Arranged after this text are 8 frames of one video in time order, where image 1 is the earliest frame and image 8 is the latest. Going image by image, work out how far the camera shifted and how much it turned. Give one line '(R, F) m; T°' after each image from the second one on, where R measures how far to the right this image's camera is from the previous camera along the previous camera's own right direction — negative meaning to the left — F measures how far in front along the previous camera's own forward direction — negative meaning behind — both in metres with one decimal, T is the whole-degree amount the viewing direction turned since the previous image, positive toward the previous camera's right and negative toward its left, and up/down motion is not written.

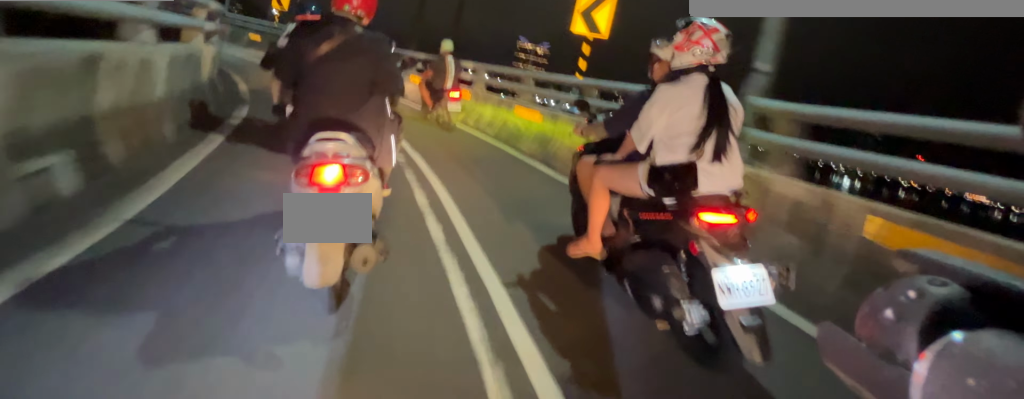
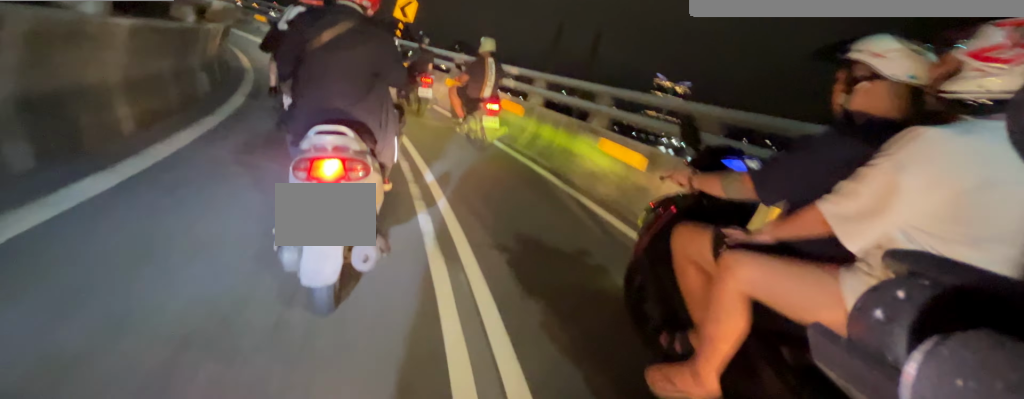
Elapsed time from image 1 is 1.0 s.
(-1.1, +6.4) m; -16°
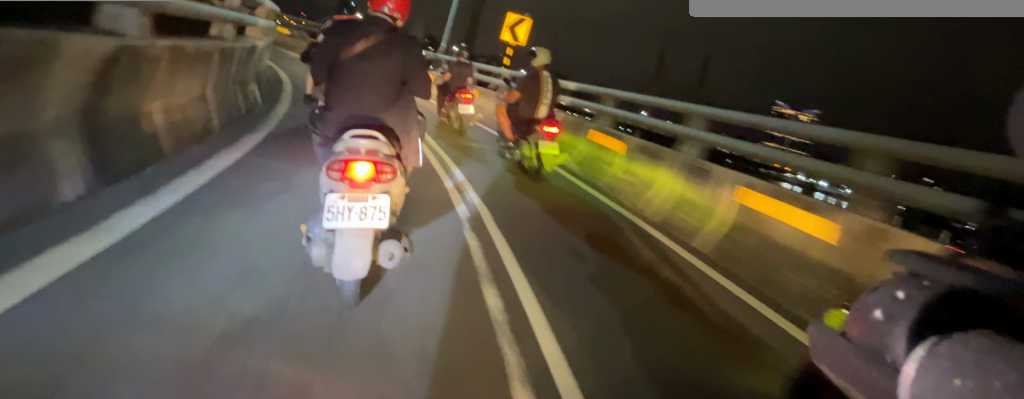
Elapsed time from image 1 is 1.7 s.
(-0.3, +4.4) m; -9°
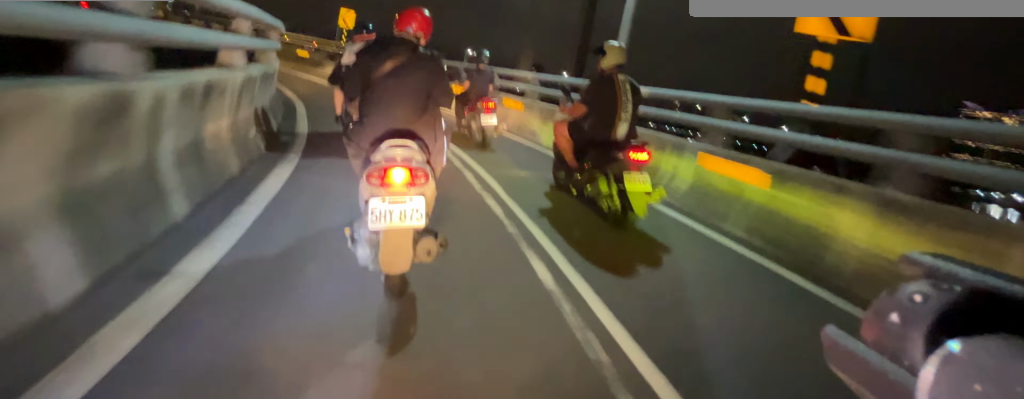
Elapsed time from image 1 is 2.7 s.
(-0.7, +7.0) m; -13°
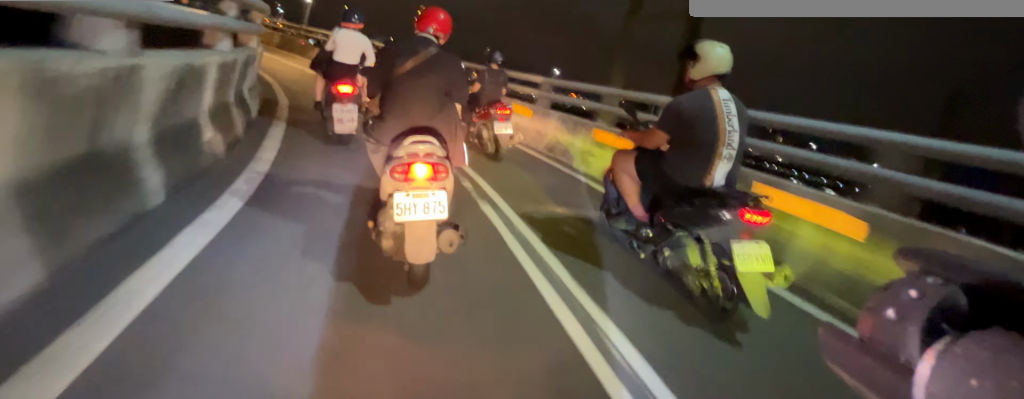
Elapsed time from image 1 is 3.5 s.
(-0.7, +6.8) m; -12°
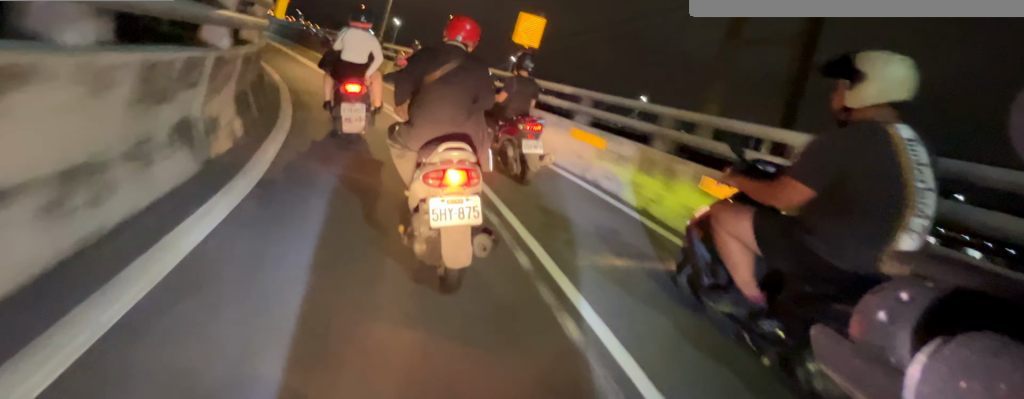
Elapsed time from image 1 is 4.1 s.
(0.0, +5.7) m; -9°
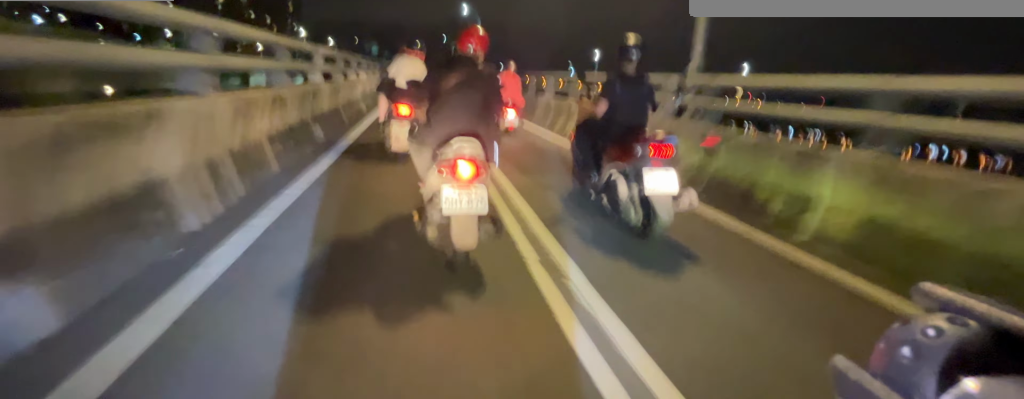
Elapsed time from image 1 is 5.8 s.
(-3.6, +15.7) m; -16°
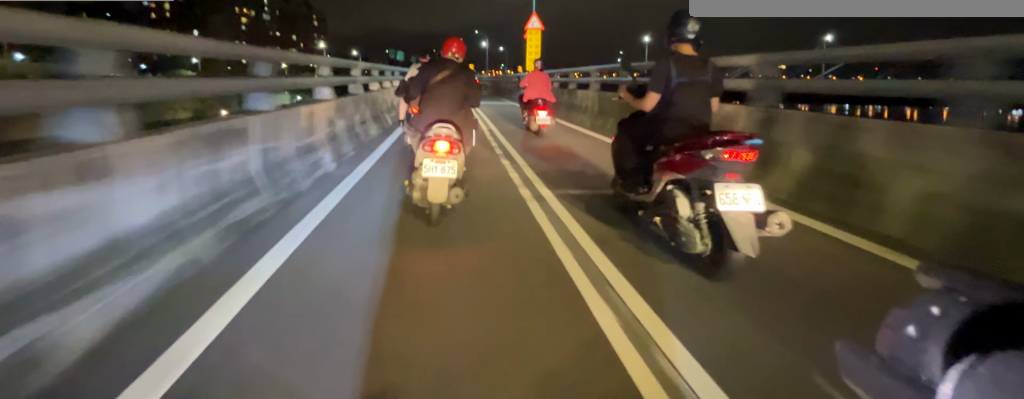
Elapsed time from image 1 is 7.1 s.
(-0.3, +13.3) m; -1°
